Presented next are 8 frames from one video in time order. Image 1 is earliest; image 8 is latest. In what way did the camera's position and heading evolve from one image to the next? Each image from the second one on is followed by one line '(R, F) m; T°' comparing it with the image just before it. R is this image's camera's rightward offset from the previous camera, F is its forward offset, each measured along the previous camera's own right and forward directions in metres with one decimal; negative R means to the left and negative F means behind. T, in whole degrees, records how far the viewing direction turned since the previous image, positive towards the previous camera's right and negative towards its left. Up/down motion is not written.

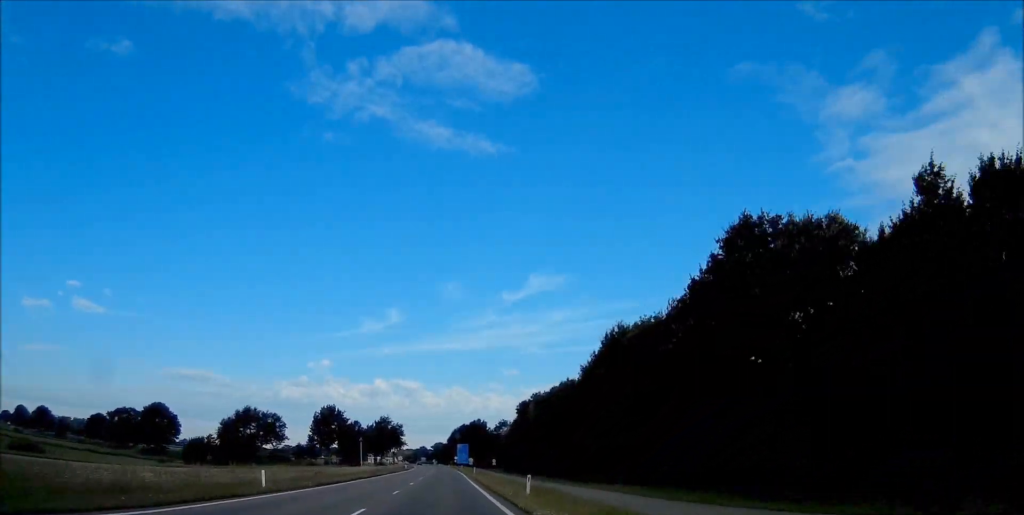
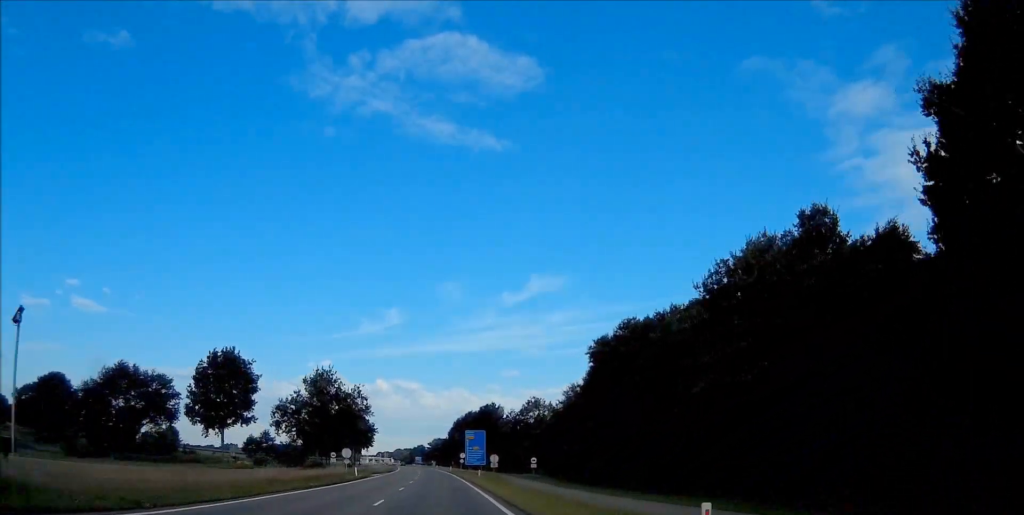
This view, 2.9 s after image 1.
(+0.6, +68.1) m; 0°
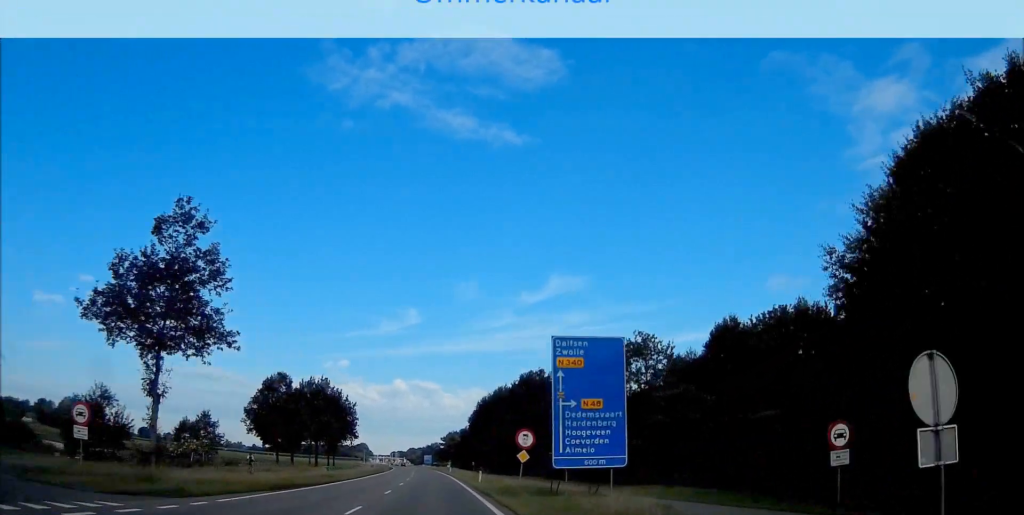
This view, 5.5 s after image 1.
(-0.1, +63.7) m; 0°
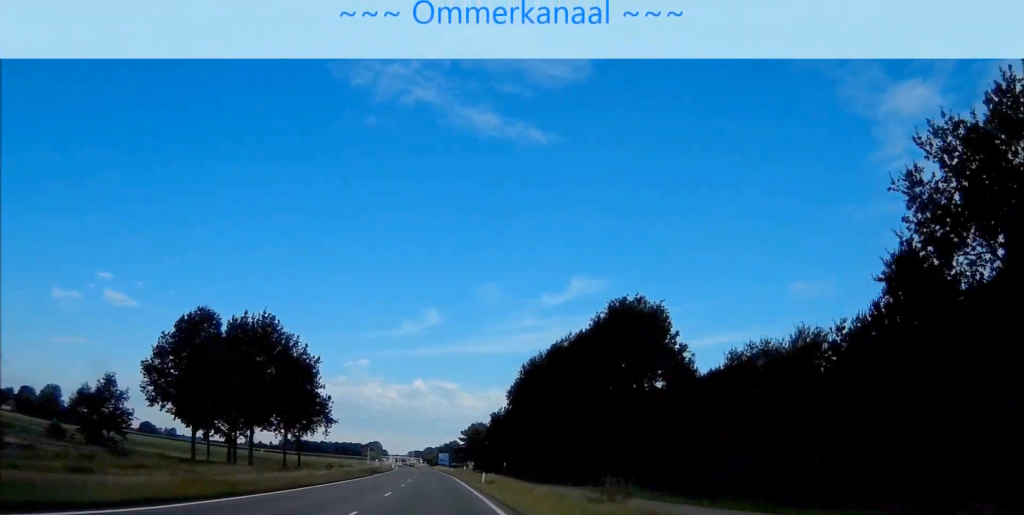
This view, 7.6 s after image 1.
(-0.3, +49.6) m; -1°
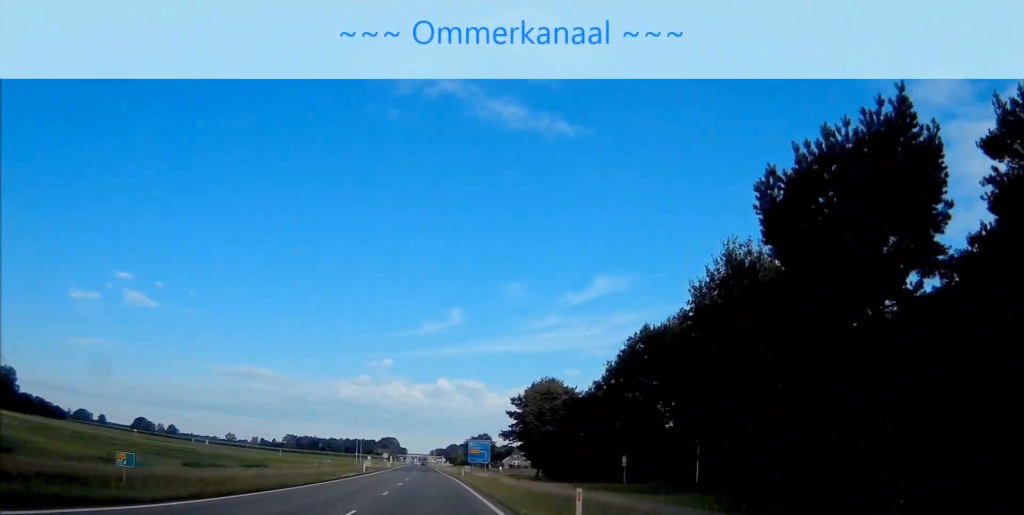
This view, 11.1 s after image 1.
(-2.8, +83.3) m; -3°
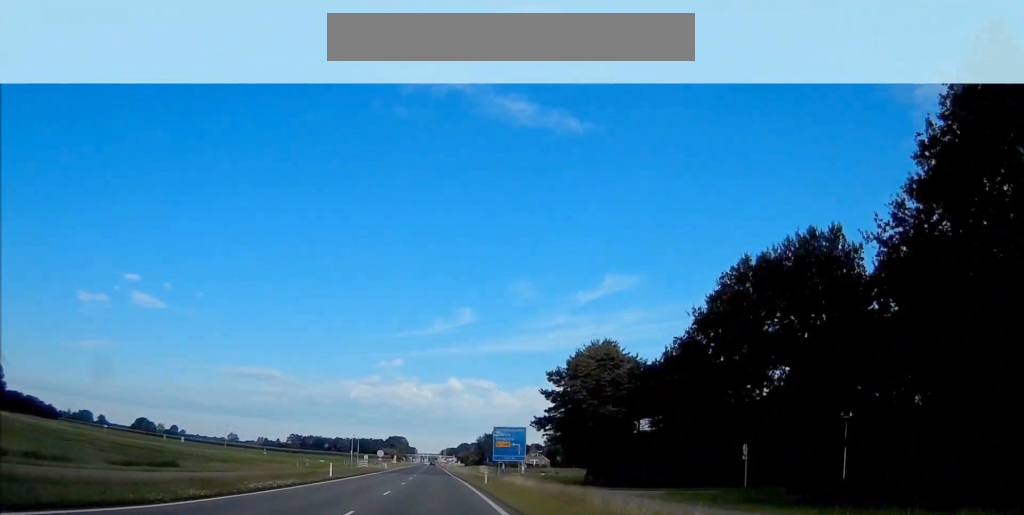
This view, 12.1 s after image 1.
(-0.2, +24.0) m; -1°
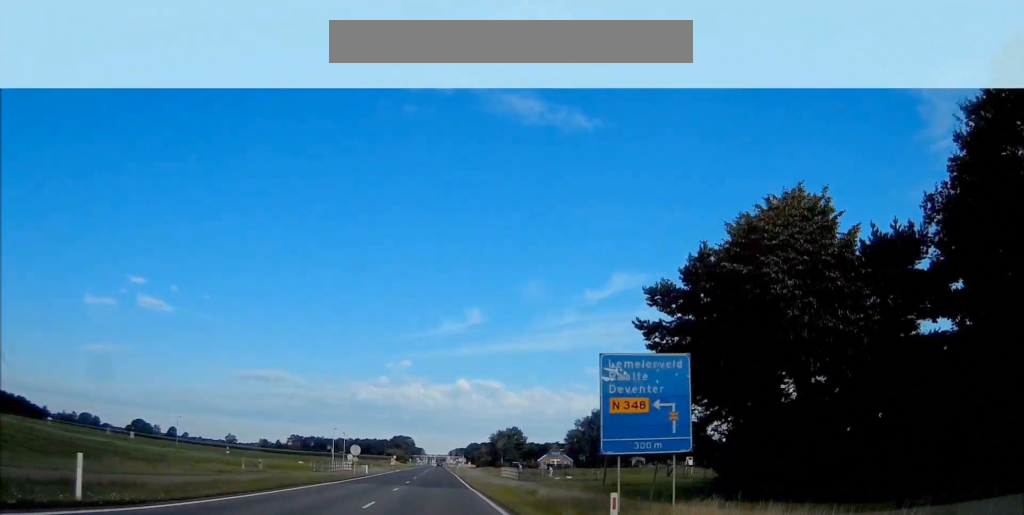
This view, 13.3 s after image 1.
(-0.1, +30.4) m; -1°
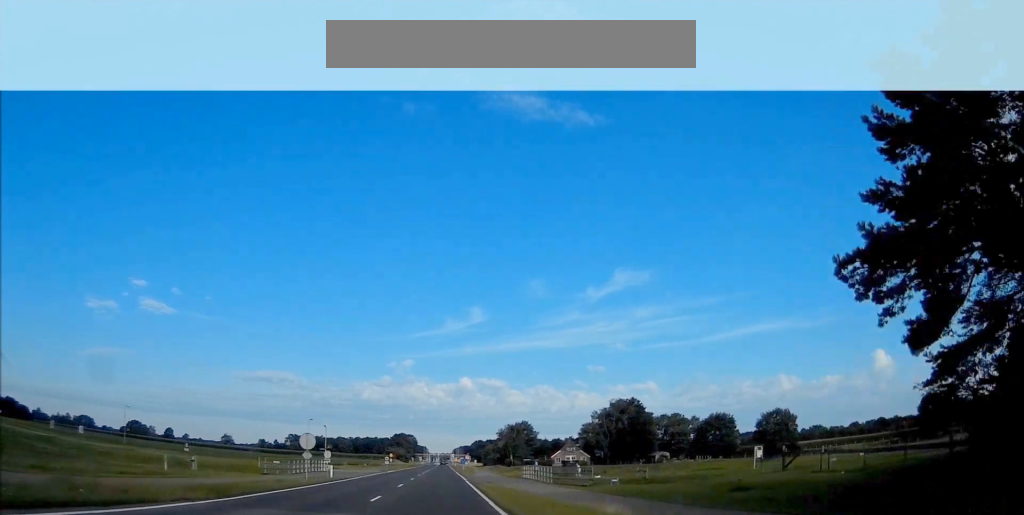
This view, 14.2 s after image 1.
(-0.2, +20.7) m; 0°
